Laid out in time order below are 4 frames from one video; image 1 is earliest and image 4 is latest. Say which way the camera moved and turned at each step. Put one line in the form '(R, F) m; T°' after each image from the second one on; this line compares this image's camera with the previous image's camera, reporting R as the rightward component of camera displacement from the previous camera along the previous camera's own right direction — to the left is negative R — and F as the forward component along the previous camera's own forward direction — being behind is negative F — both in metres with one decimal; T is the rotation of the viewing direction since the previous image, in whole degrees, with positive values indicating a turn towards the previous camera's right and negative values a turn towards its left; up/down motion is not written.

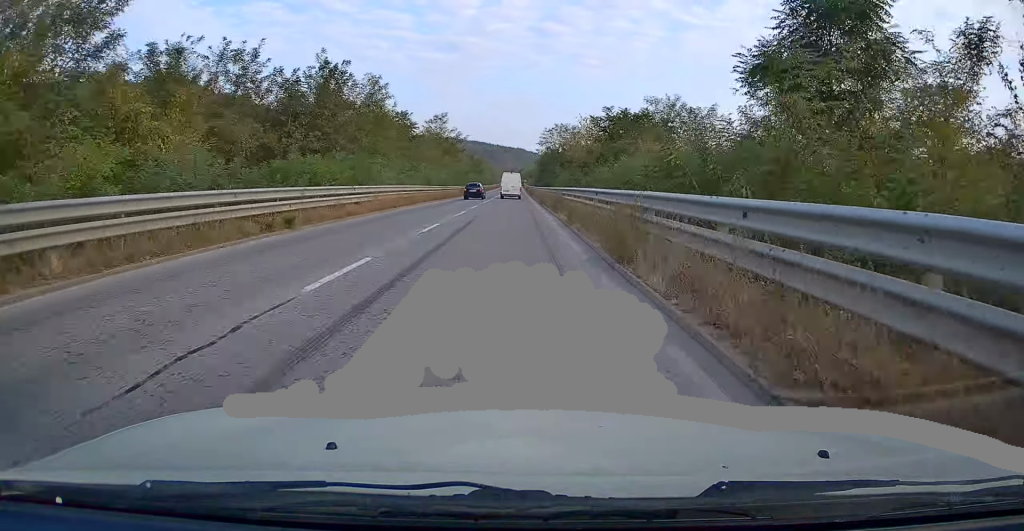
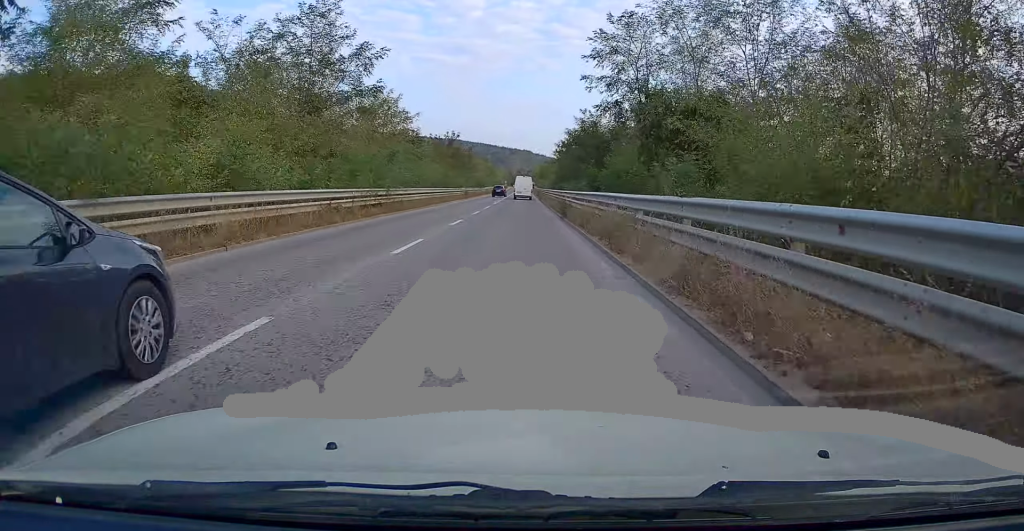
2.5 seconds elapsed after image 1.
(-0.7, +50.5) m; -2°
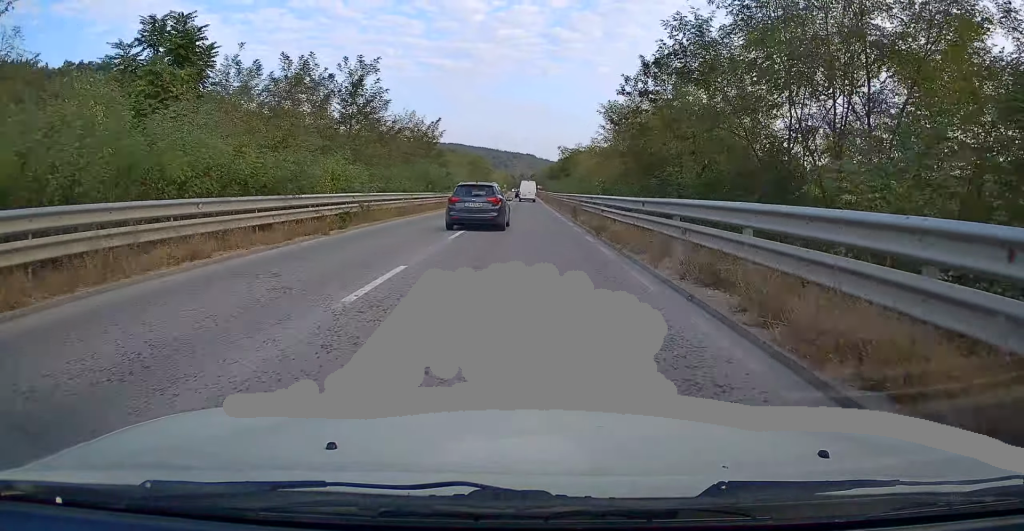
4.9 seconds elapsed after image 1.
(+0.5, +49.5) m; 0°
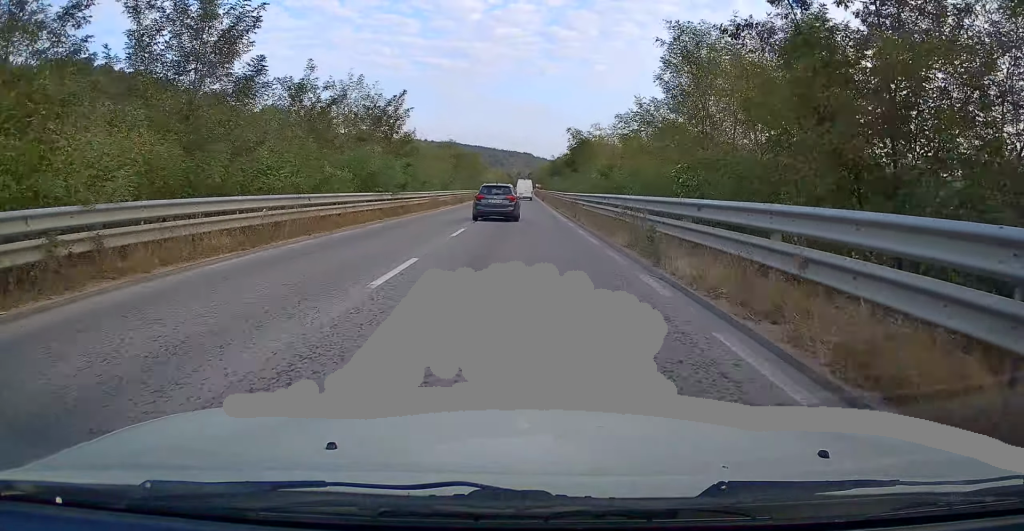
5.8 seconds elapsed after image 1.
(-0.2, +16.8) m; 0°
